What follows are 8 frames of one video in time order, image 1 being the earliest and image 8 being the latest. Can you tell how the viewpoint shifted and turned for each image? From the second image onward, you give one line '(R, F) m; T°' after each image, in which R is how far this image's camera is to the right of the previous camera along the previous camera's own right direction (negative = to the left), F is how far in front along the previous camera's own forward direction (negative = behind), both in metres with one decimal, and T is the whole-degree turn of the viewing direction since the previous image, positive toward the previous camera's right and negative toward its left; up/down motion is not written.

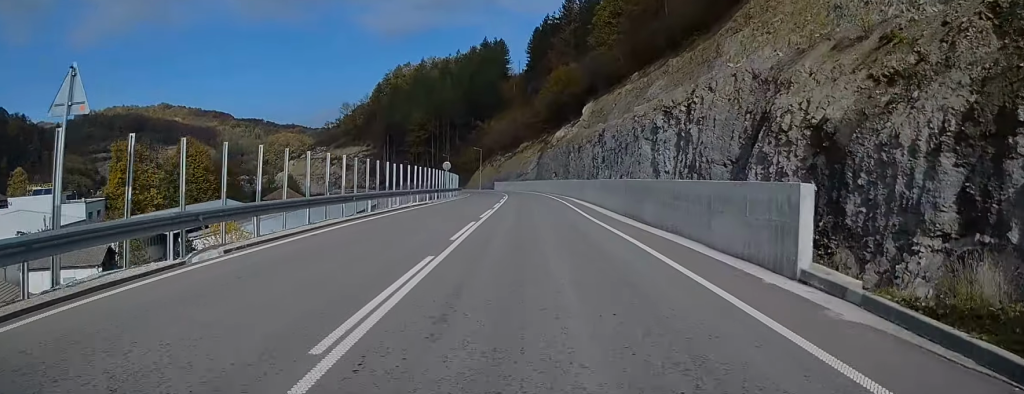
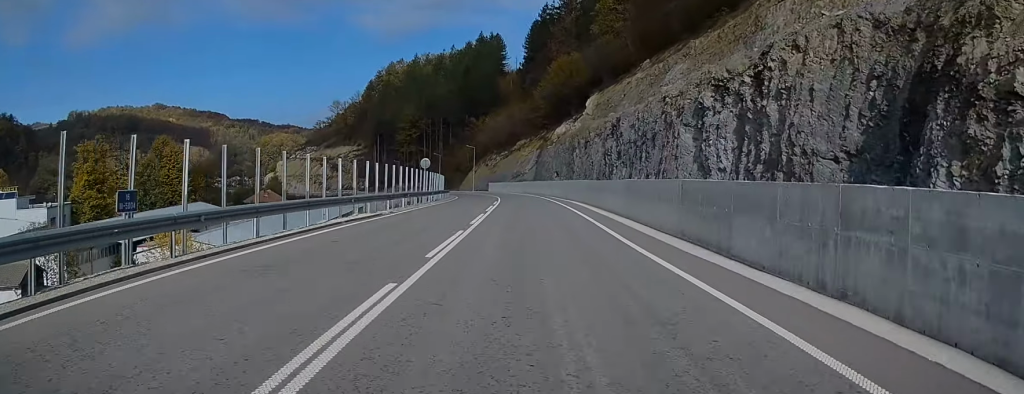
(0.0, +10.9) m; 0°
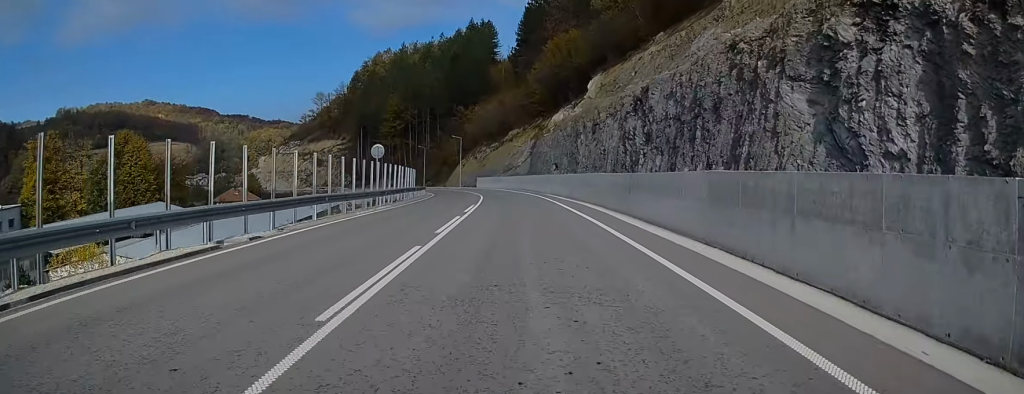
(+0.1, +14.8) m; 0°
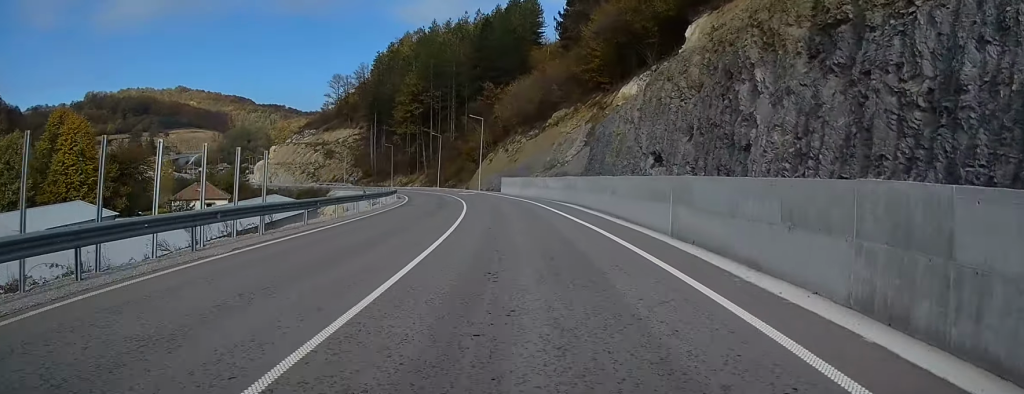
(-0.4, +36.7) m; -2°
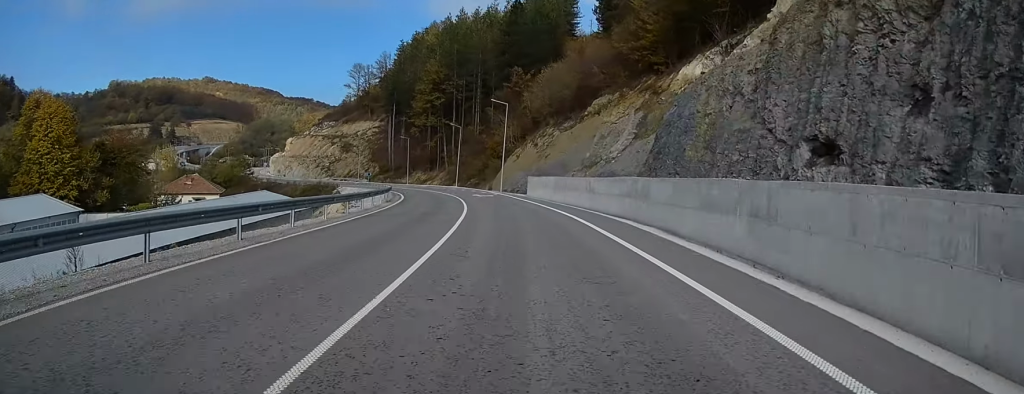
(-0.1, +14.1) m; -2°
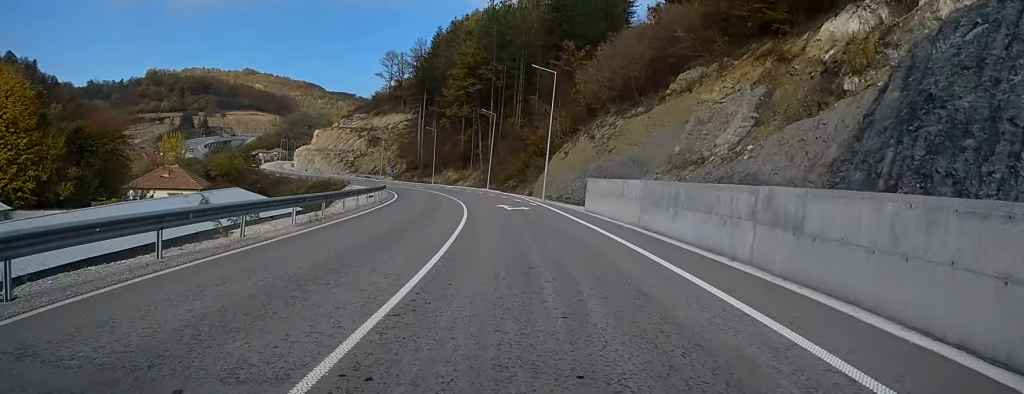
(-0.6, +20.5) m; -3°
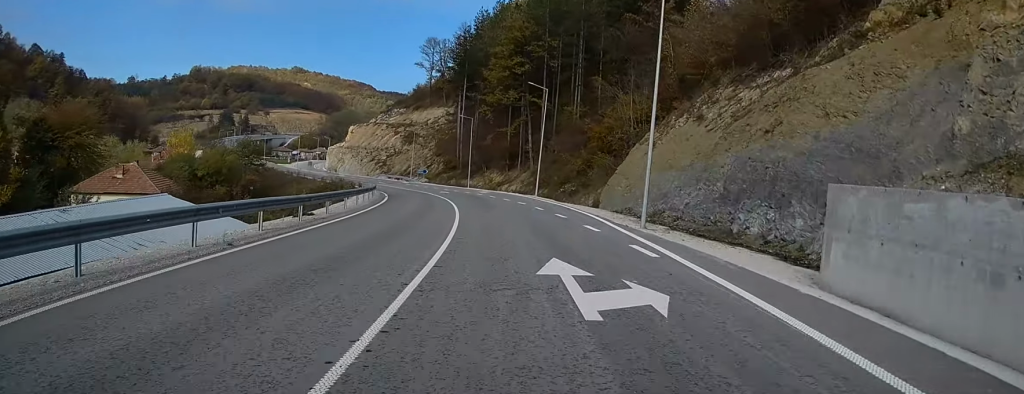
(-0.9, +23.2) m; -5°
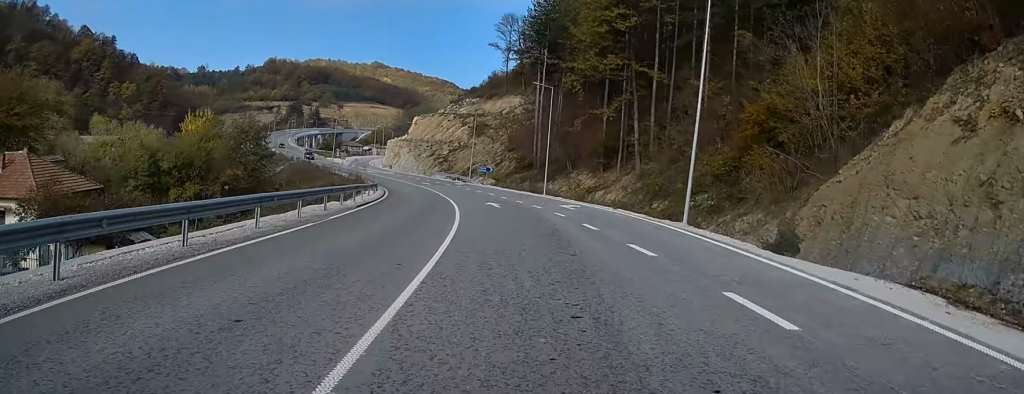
(-1.5, +29.4) m; -7°
